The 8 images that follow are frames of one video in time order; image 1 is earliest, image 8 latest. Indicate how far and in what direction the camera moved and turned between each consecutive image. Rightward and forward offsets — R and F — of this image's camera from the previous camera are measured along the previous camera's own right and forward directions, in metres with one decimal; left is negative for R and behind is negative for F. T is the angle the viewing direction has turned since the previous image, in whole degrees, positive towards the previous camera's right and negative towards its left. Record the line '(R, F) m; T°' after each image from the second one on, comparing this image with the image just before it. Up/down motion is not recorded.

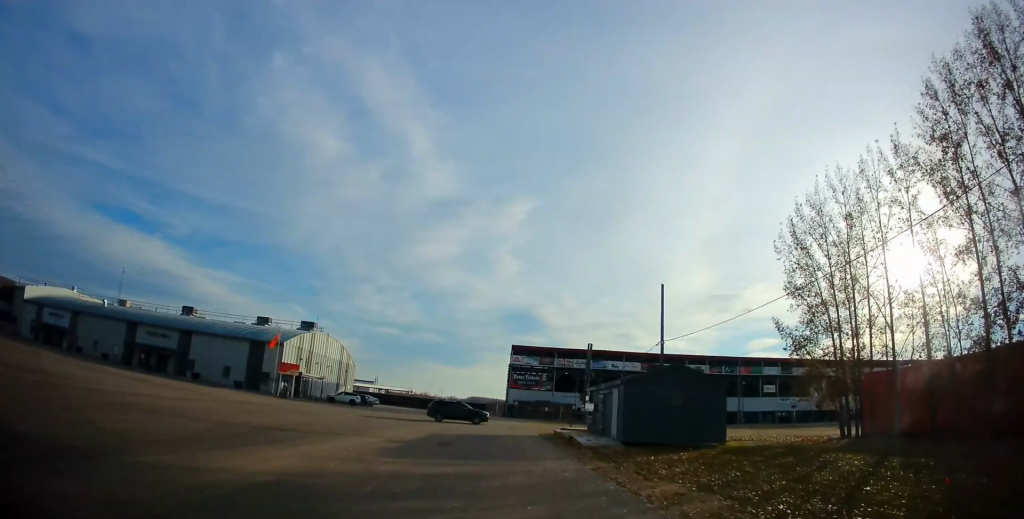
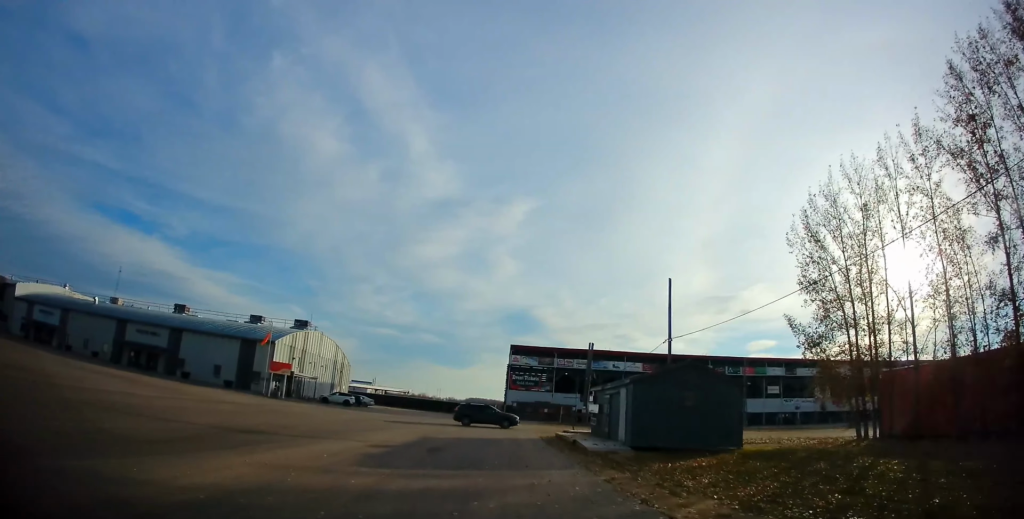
(+0.3, +2.1) m; 0°
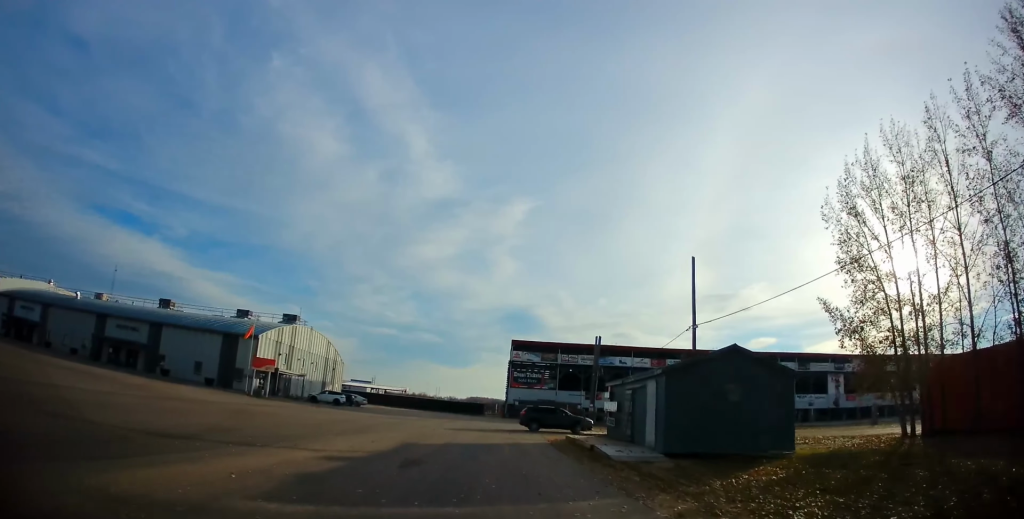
(-0.2, +4.7) m; -5°
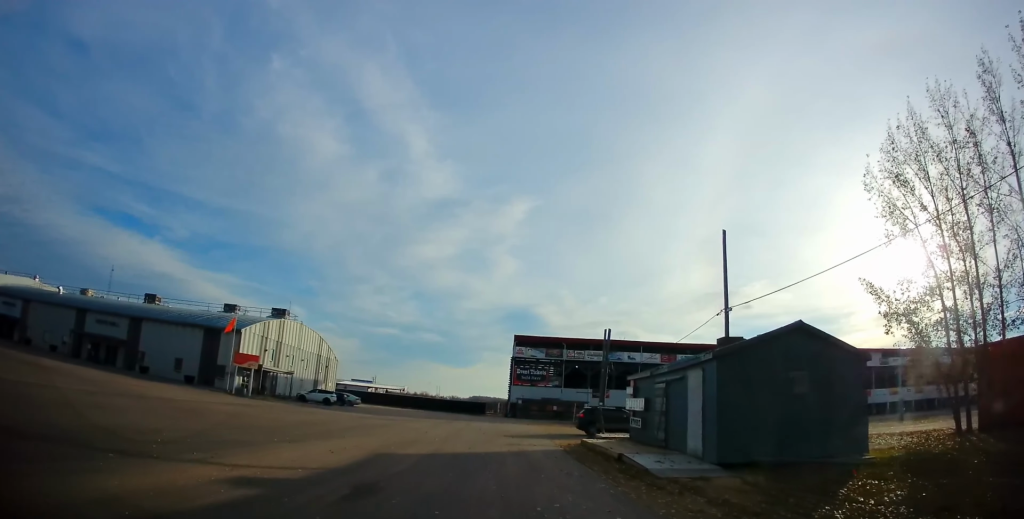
(-0.1, +4.4) m; -2°
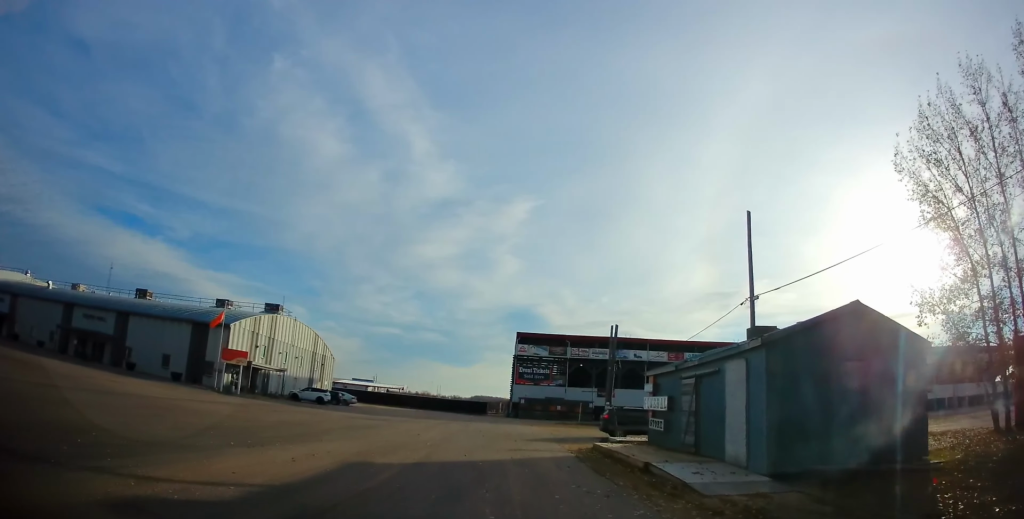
(0.0, +2.7) m; 0°
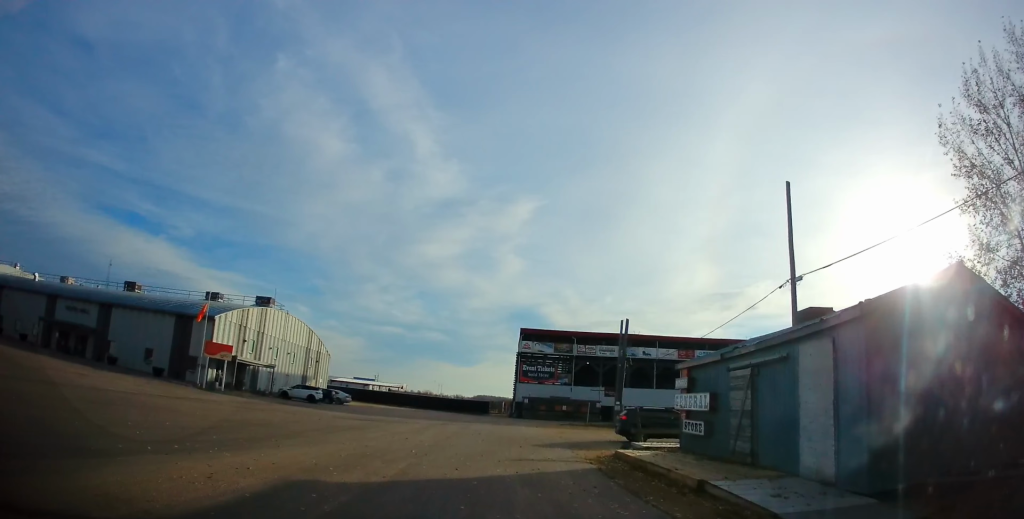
(0.0, +3.6) m; 0°
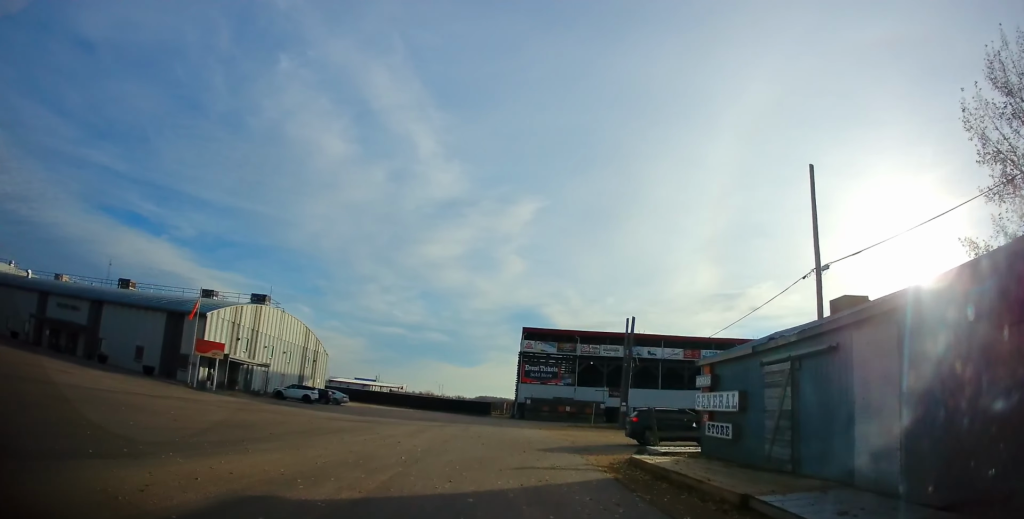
(0.0, +1.8) m; 0°
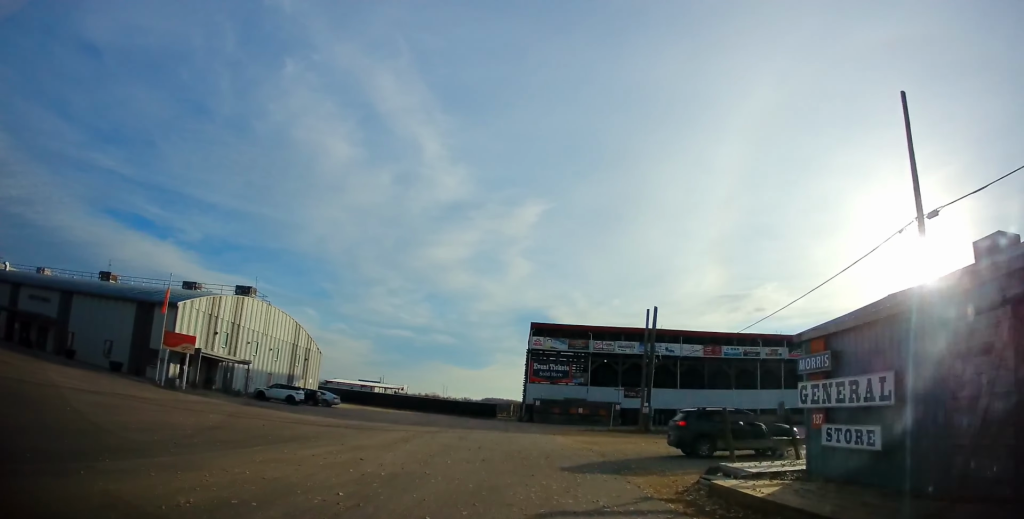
(0.0, +5.4) m; 0°
